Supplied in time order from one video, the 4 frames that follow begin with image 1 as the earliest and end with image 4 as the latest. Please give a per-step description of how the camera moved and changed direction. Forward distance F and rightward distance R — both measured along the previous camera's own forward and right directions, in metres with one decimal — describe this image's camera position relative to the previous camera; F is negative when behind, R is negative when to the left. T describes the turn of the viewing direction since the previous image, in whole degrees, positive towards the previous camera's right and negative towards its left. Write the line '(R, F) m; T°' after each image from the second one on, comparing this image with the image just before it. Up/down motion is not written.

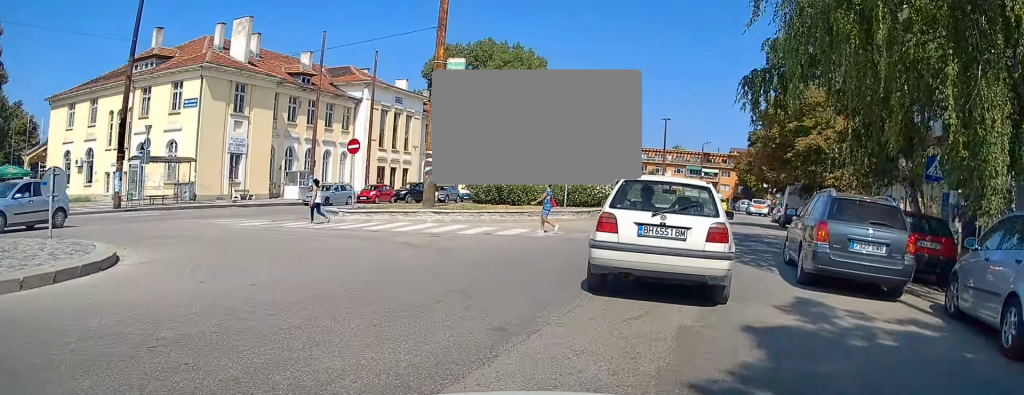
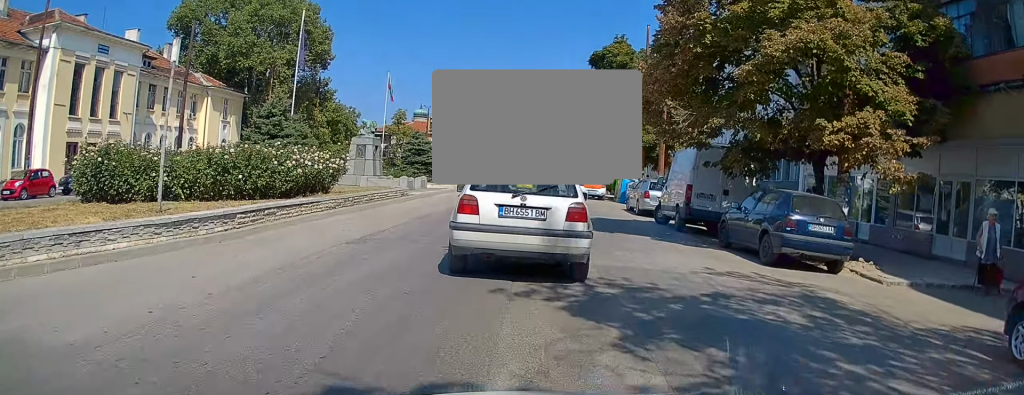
(+3.2, +19.9) m; +14°
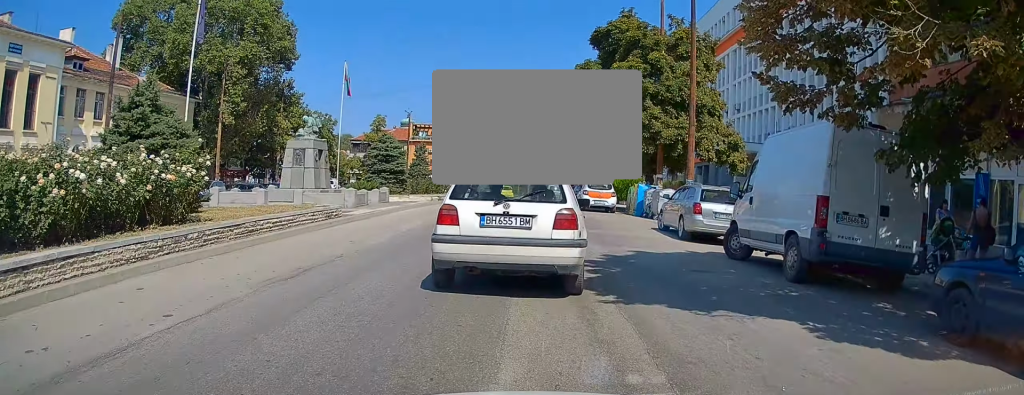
(0.0, +9.7) m; +1°
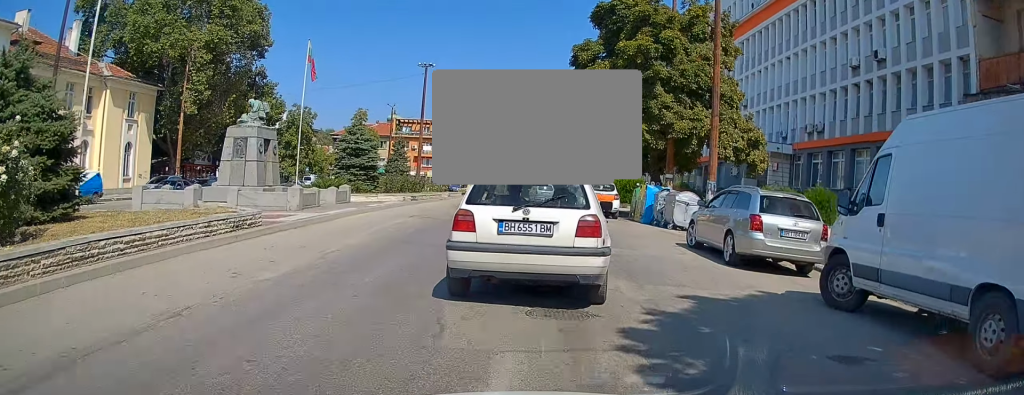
(+0.1, +5.4) m; +2°
